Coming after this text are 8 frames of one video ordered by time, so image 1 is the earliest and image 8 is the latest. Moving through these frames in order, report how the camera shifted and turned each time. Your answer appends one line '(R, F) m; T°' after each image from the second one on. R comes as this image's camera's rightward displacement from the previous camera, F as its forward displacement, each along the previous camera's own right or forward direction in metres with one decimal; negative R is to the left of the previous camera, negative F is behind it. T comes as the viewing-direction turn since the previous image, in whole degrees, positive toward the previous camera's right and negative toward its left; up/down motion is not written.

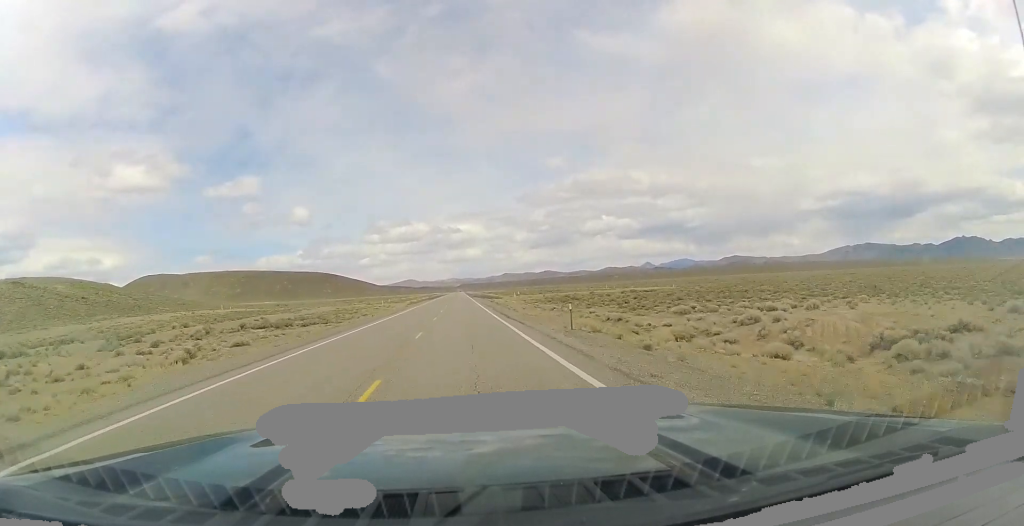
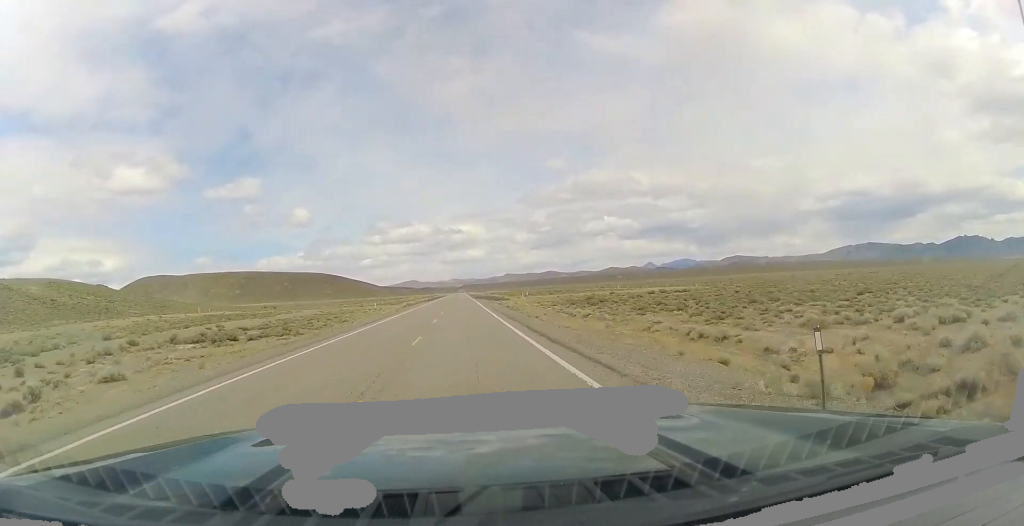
(0.0, +14.3) m; 0°
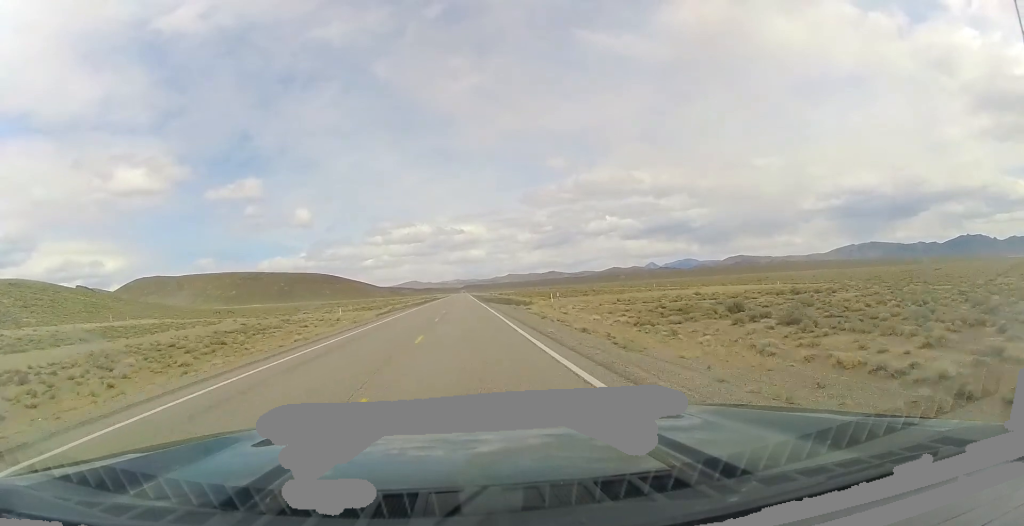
(0.0, +36.8) m; 0°
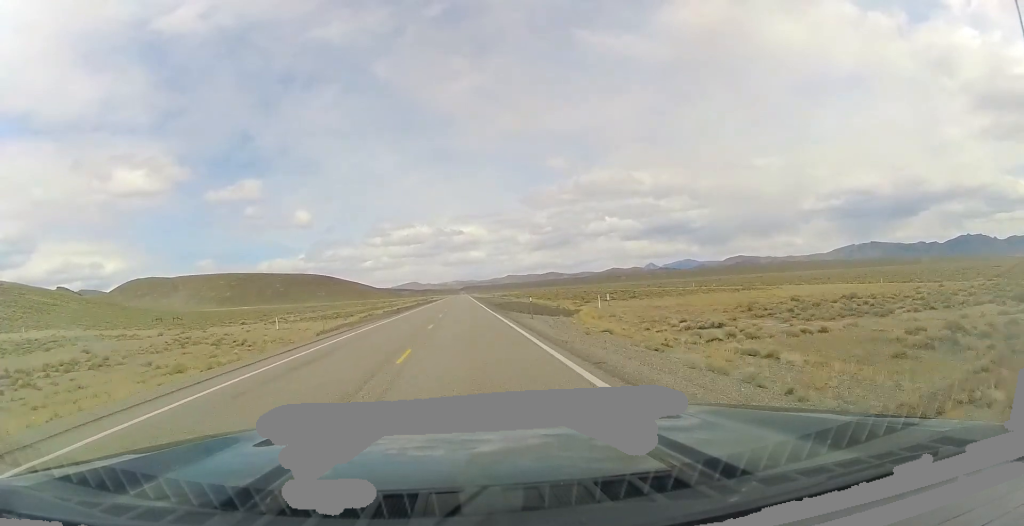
(0.0, +29.5) m; 0°
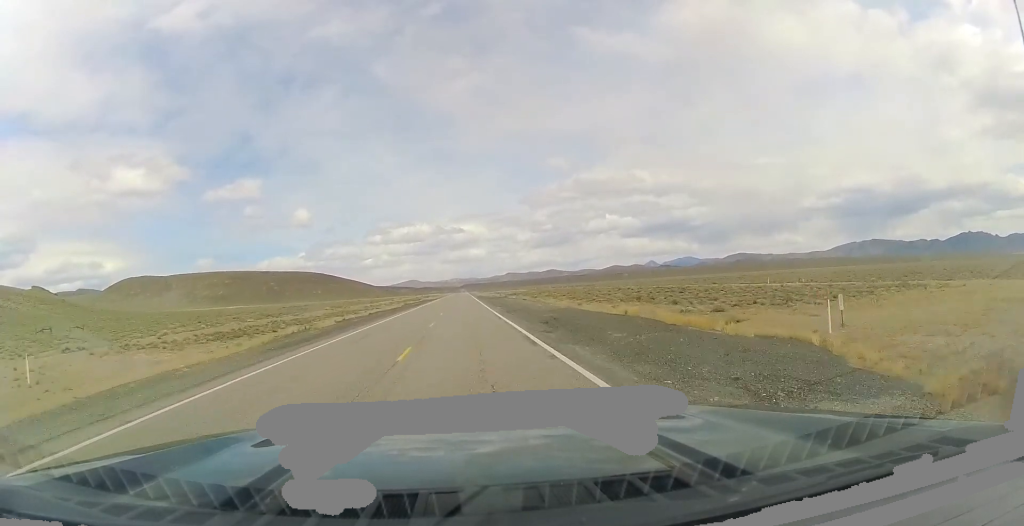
(-0.1, +36.5) m; 0°
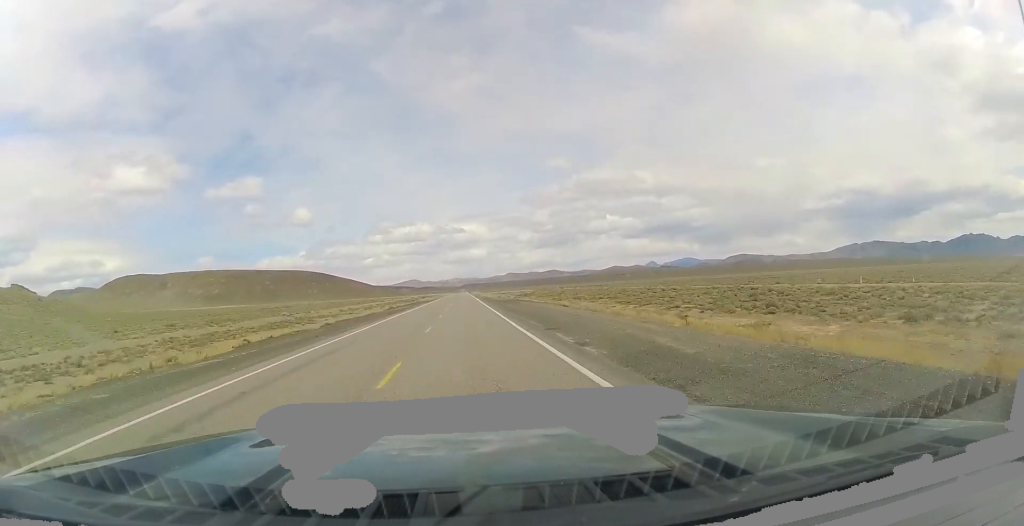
(0.0, +28.3) m; 0°
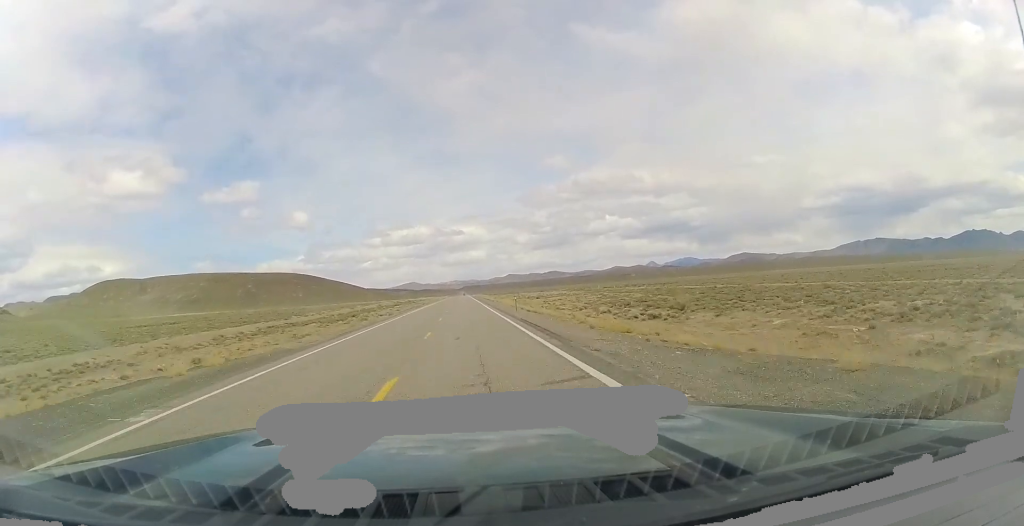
(-0.3, +100.0) m; 0°
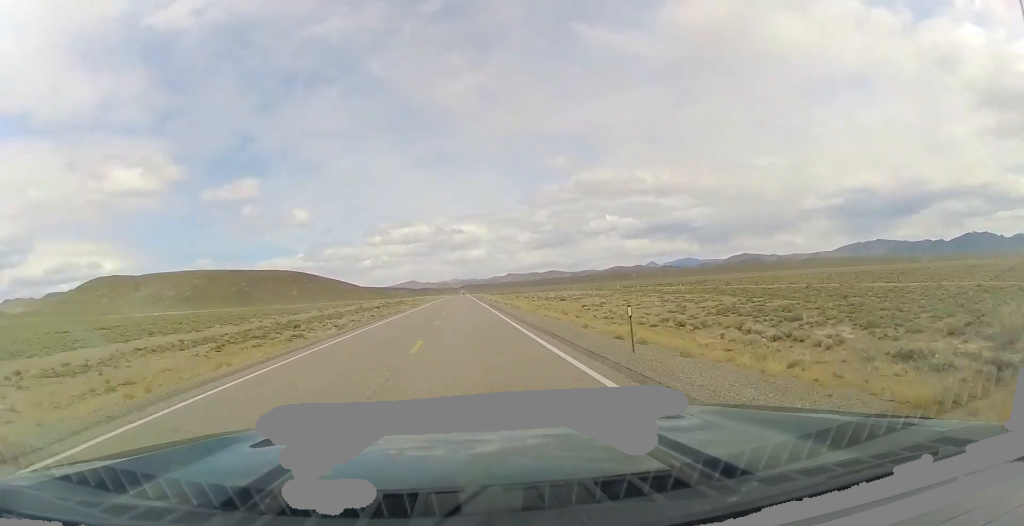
(+0.8, +29.5) m; +1°
